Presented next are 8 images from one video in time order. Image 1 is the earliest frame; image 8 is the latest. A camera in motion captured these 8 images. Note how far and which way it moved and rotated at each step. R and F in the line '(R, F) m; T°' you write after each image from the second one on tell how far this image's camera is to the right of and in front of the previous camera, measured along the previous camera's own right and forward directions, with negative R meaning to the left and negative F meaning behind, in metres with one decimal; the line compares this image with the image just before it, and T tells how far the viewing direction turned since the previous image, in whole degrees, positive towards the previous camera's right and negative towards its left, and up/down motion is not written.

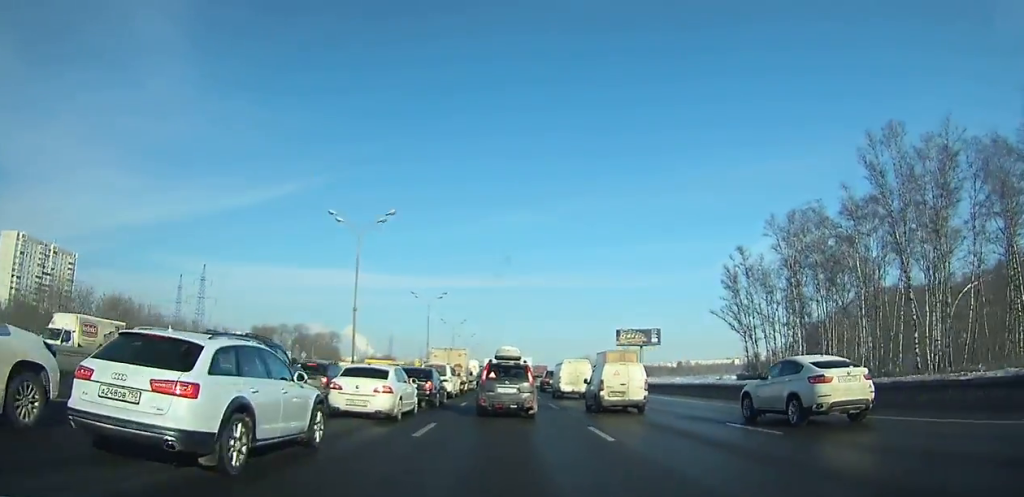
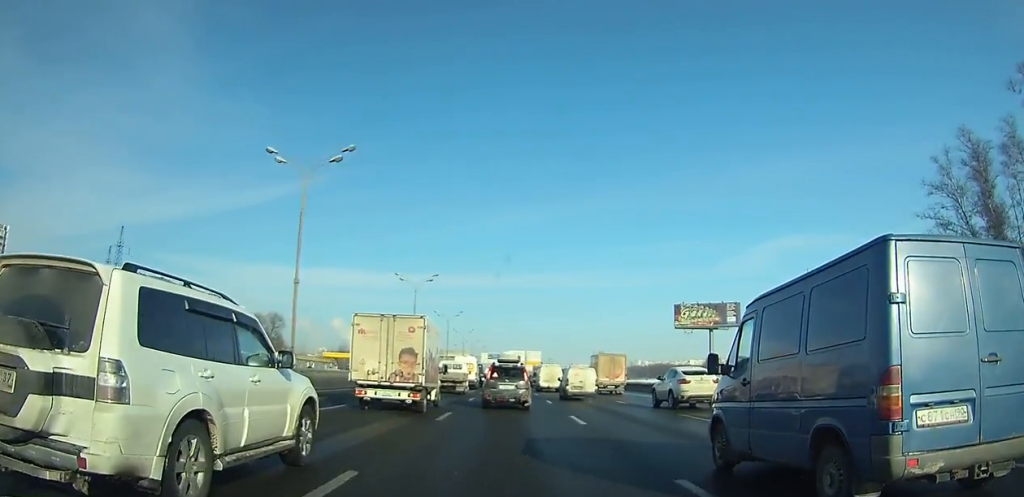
(0.0, +77.8) m; 0°
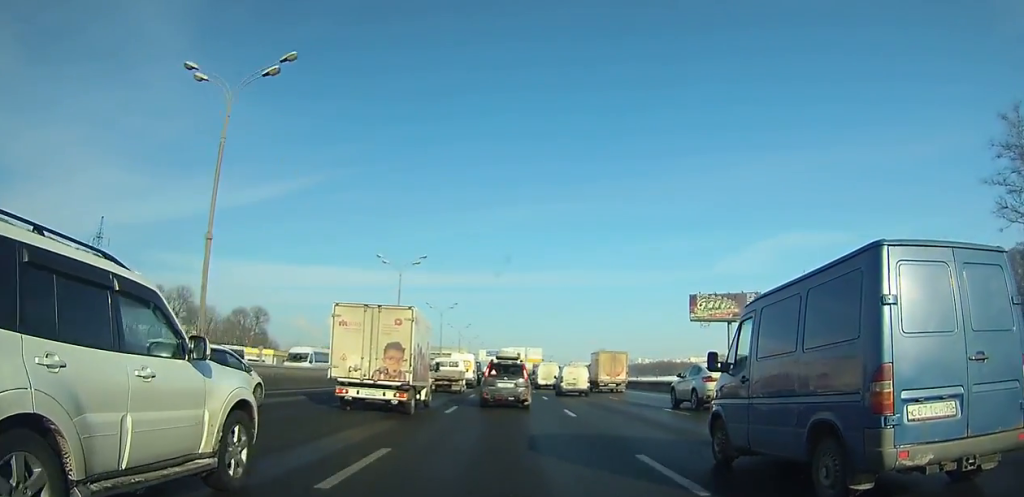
(0.0, +11.3) m; 0°
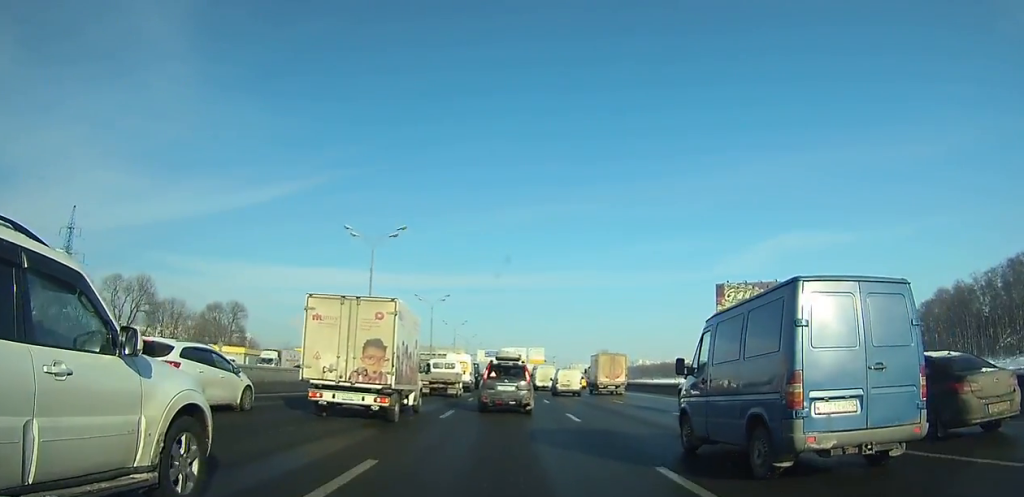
(0.0, +16.1) m; 0°
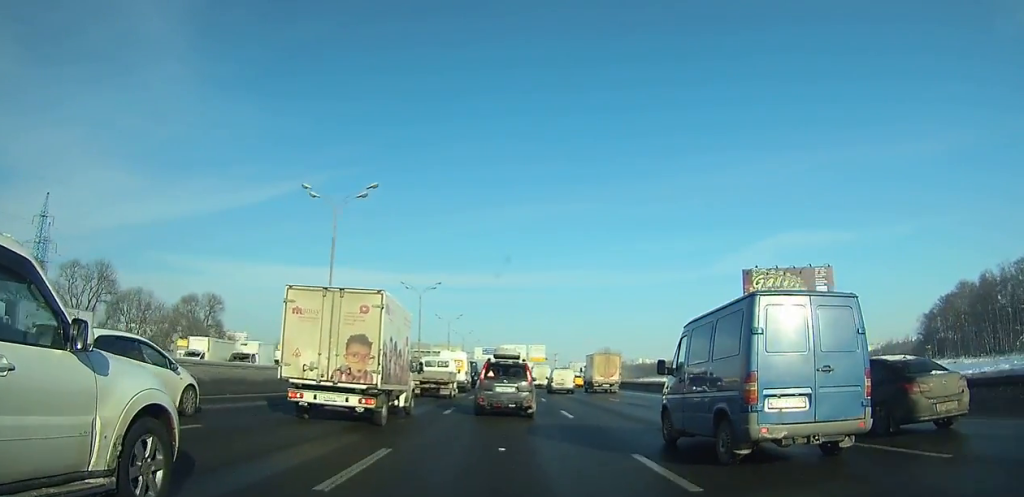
(0.0, +14.4) m; 0°
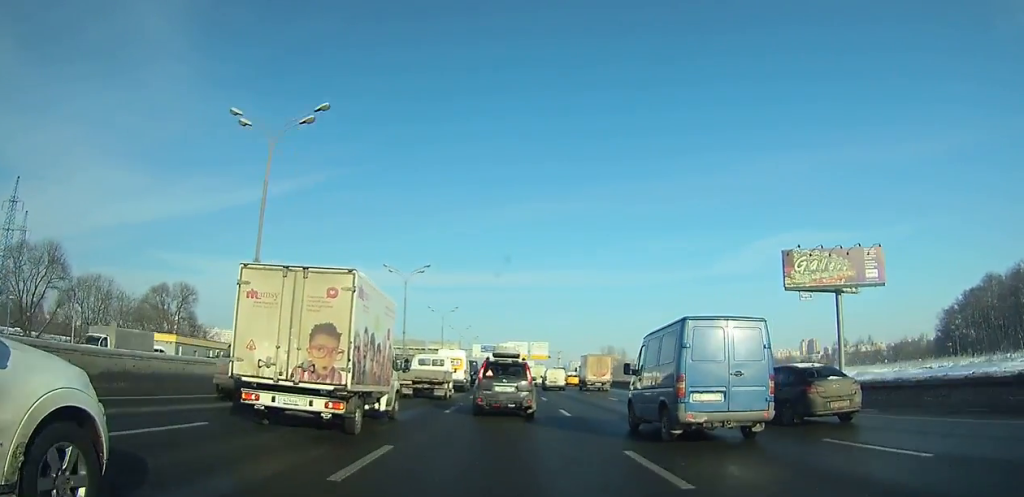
(0.0, +16.7) m; 0°
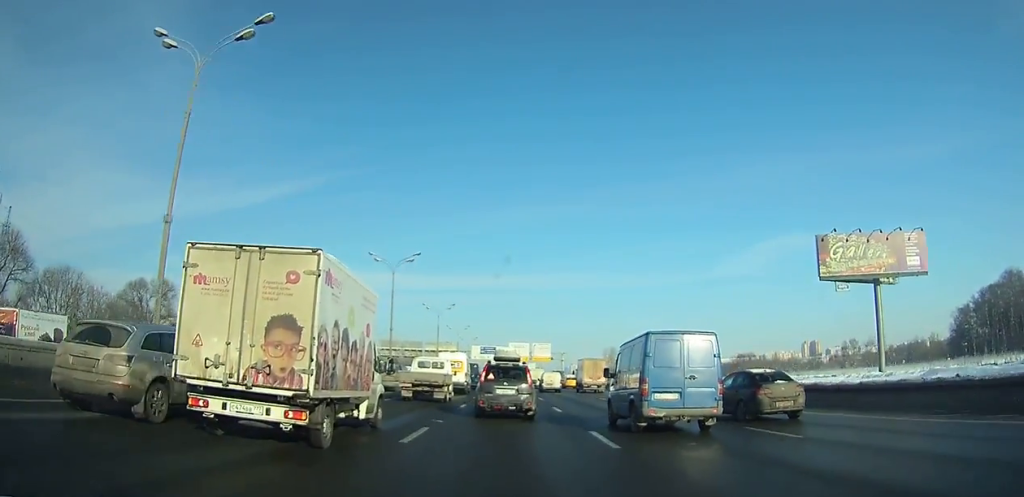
(0.0, +11.0) m; 0°
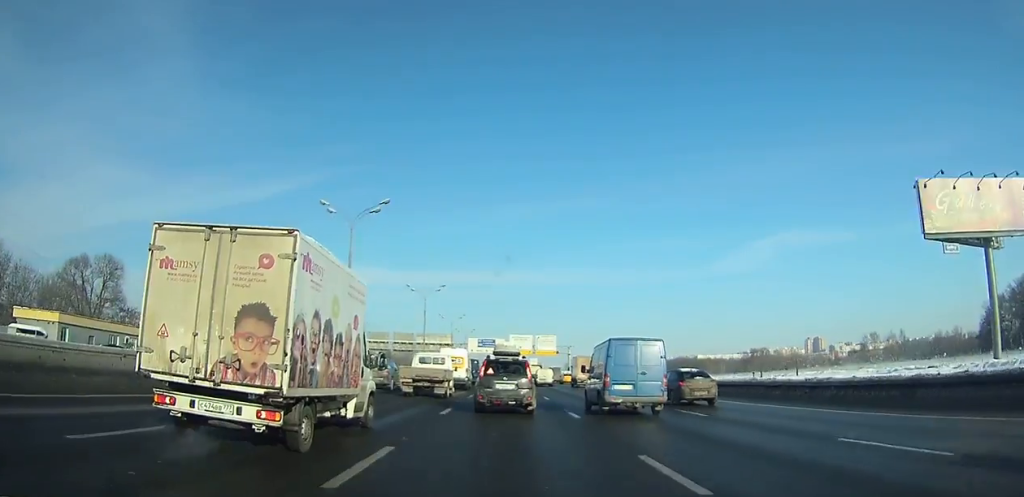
(0.0, +21.1) m; 0°
